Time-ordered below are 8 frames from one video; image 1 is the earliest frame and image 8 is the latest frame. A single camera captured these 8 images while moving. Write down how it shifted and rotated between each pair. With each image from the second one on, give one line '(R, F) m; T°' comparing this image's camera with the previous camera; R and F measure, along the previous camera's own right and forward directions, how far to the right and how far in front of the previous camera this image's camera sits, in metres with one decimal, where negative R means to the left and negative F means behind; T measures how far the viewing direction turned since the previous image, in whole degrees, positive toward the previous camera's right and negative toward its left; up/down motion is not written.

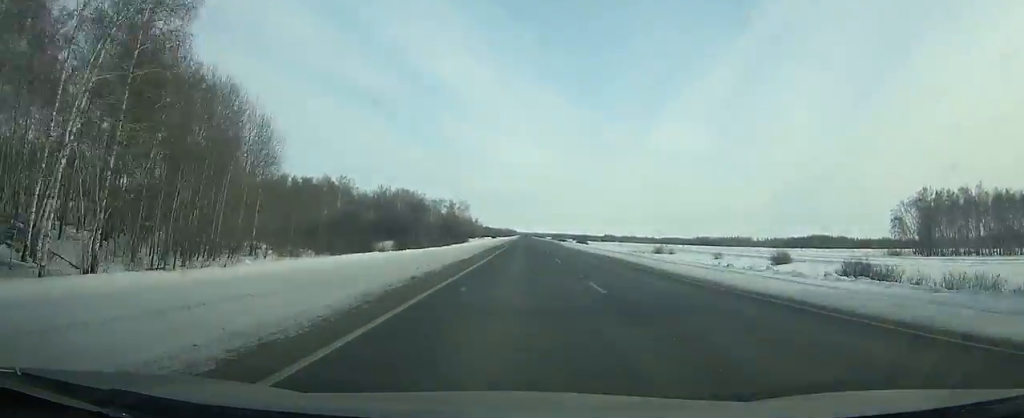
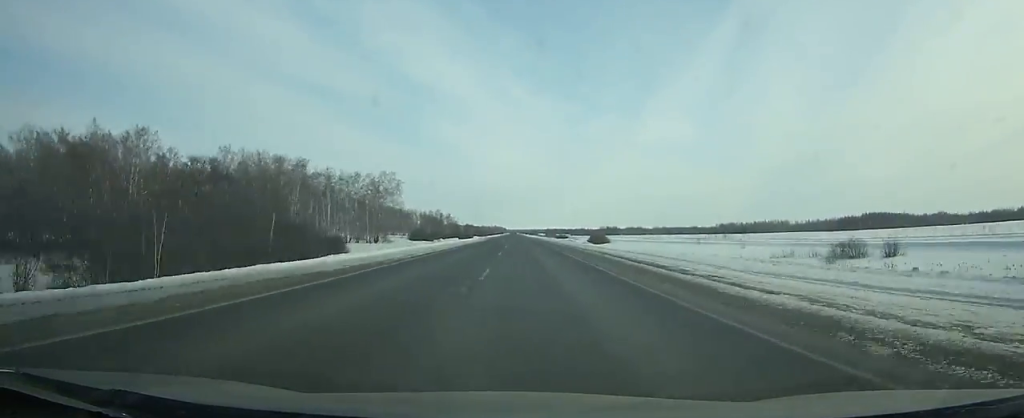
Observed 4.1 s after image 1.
(+1.2, +125.0) m; 0°
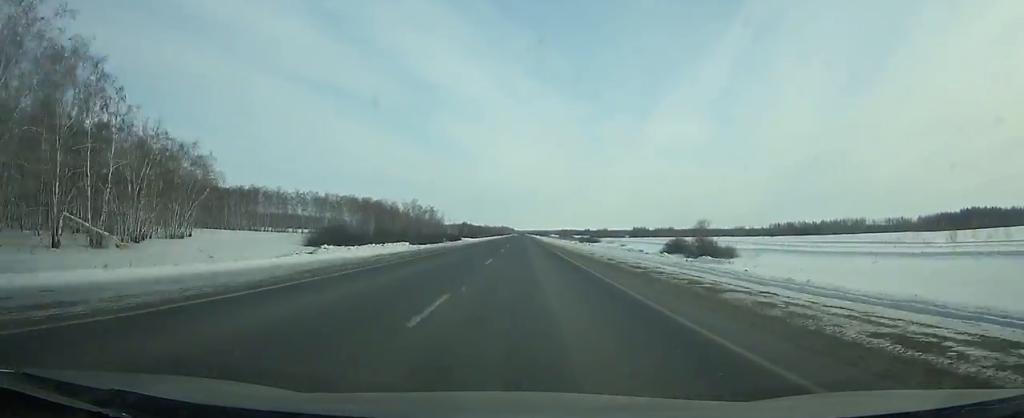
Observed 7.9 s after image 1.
(-0.9, +121.7) m; -1°
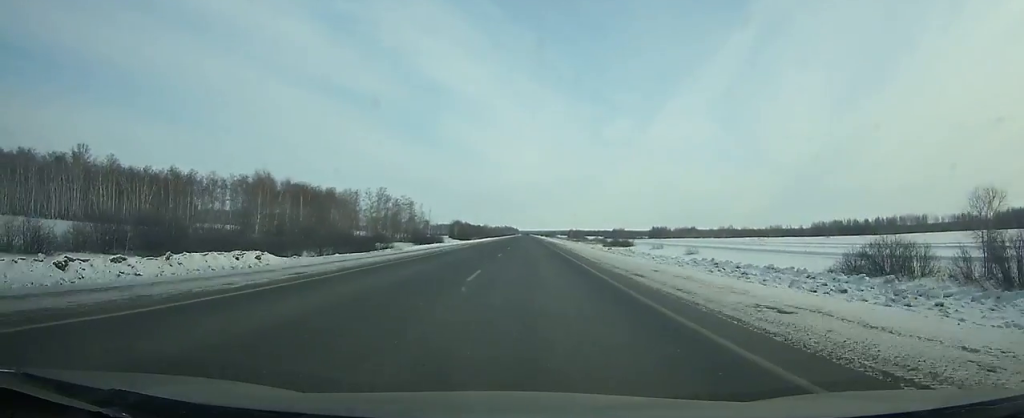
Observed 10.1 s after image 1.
(-0.2, +72.2) m; 0°
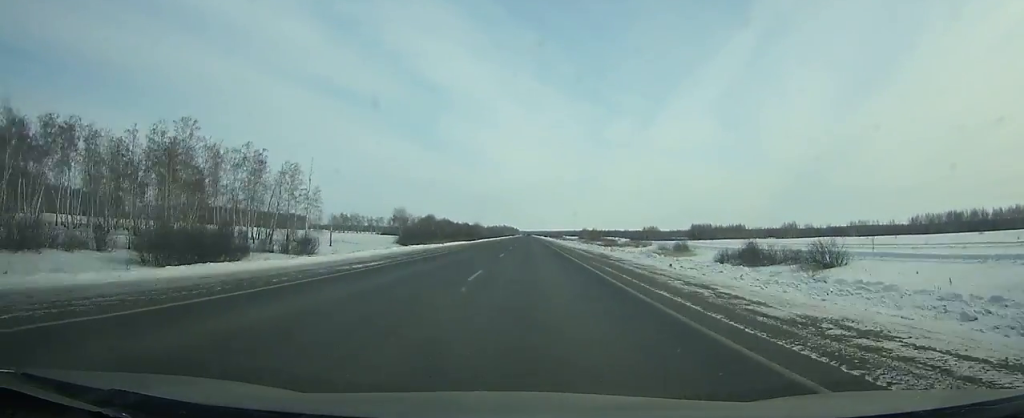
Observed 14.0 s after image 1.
(-0.3, +129.6) m; 0°
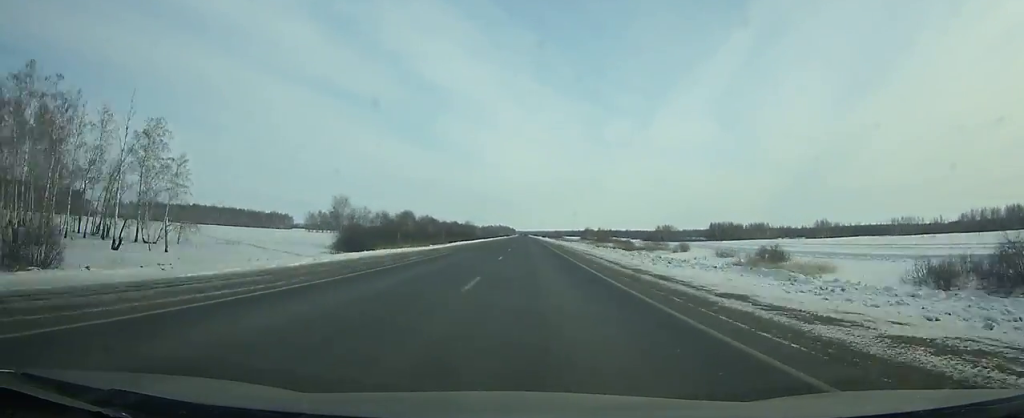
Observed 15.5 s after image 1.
(+0.1, +50.2) m; 0°
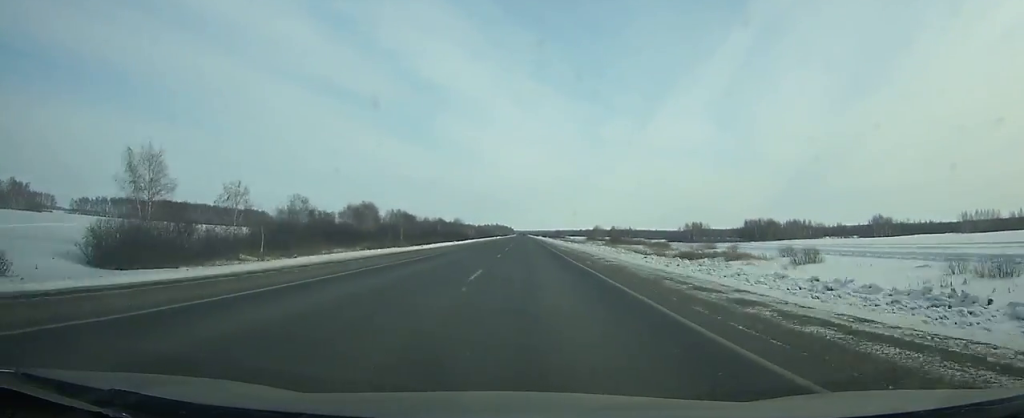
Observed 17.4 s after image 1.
(+0.2, +63.9) m; 0°
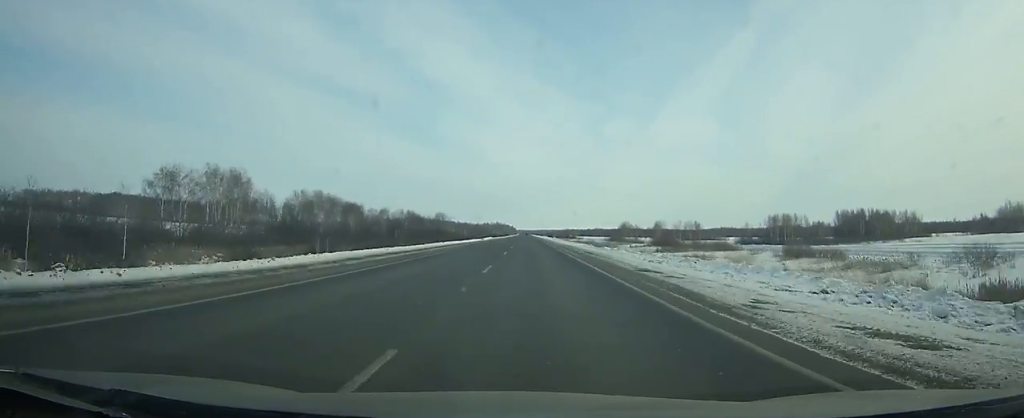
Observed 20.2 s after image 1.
(0.0, +94.8) m; 0°
